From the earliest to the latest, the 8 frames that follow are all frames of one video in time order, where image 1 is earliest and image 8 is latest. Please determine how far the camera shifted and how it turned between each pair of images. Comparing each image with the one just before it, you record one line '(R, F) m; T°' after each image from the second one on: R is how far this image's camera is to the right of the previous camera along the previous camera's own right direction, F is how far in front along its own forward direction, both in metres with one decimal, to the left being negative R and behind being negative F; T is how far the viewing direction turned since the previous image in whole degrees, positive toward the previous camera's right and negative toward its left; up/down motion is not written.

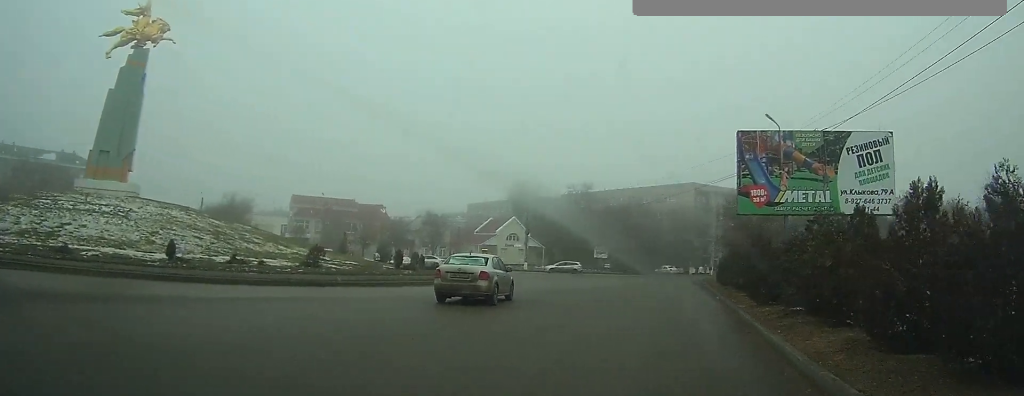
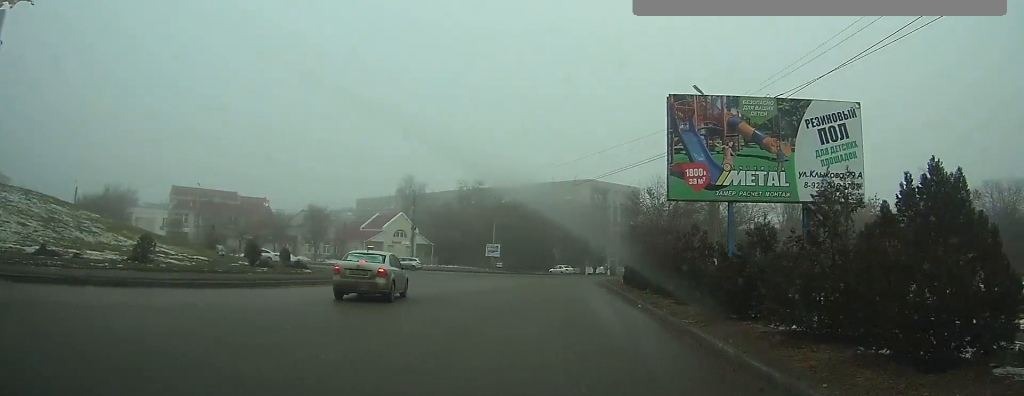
(+0.3, +4.2) m; +7°
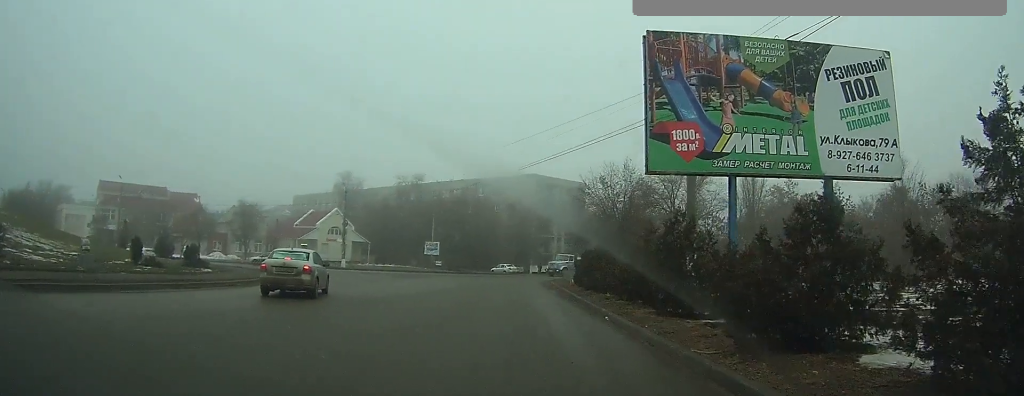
(+0.3, +3.8) m; +4°
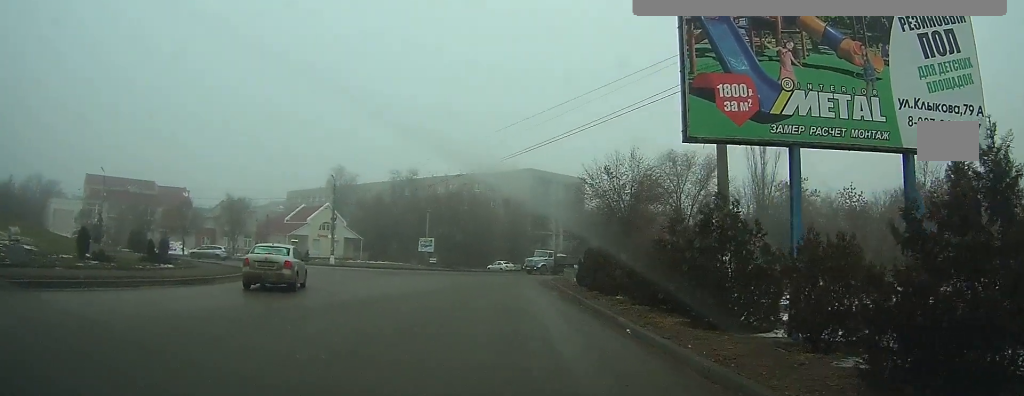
(0.0, +2.4) m; +1°
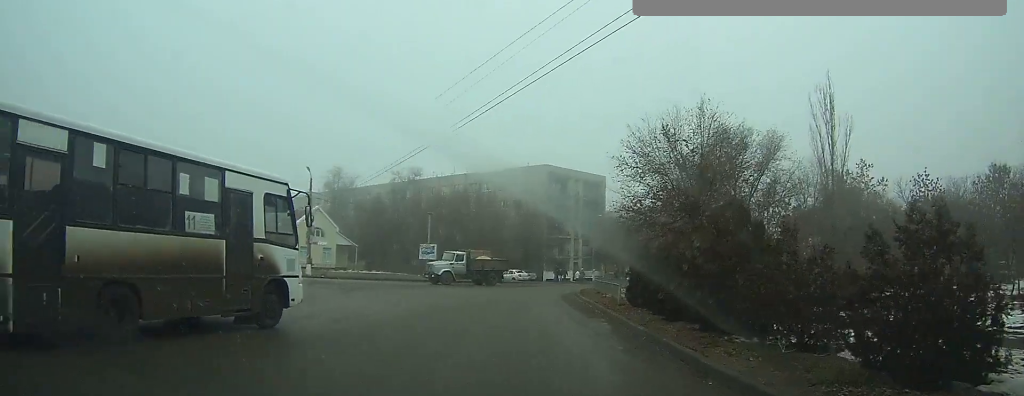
(+0.1, +8.6) m; +2°
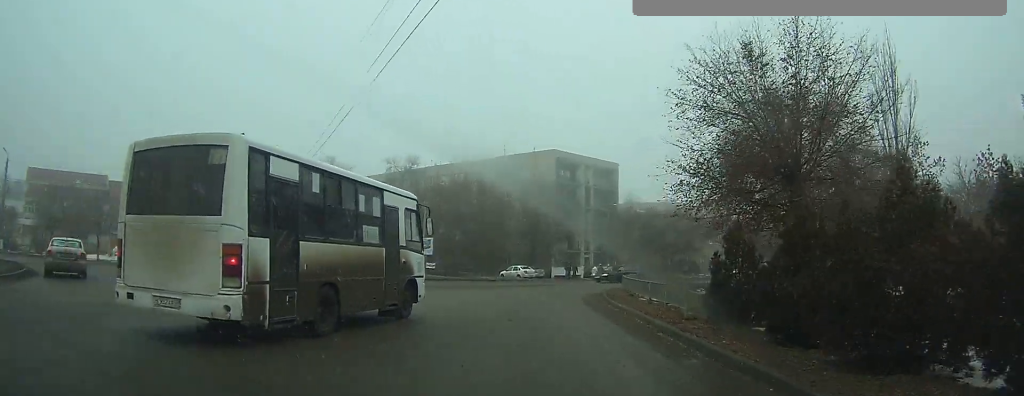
(+0.1, +7.0) m; +1°
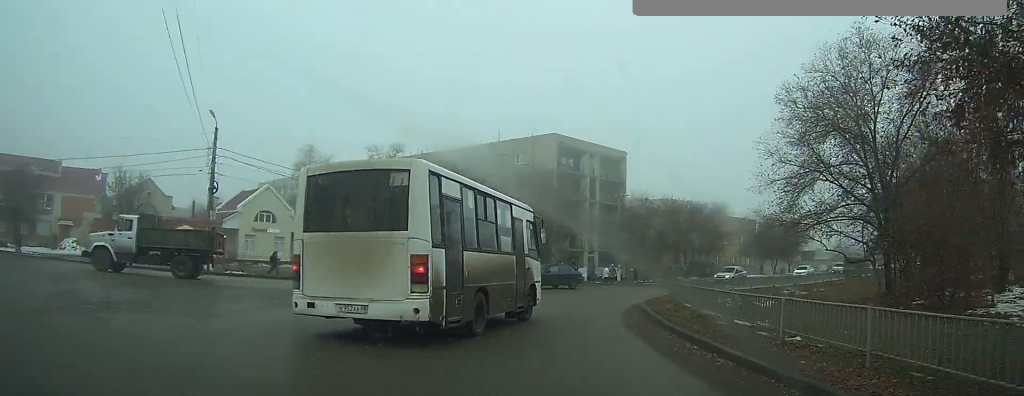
(+0.1, +9.7) m; +1°
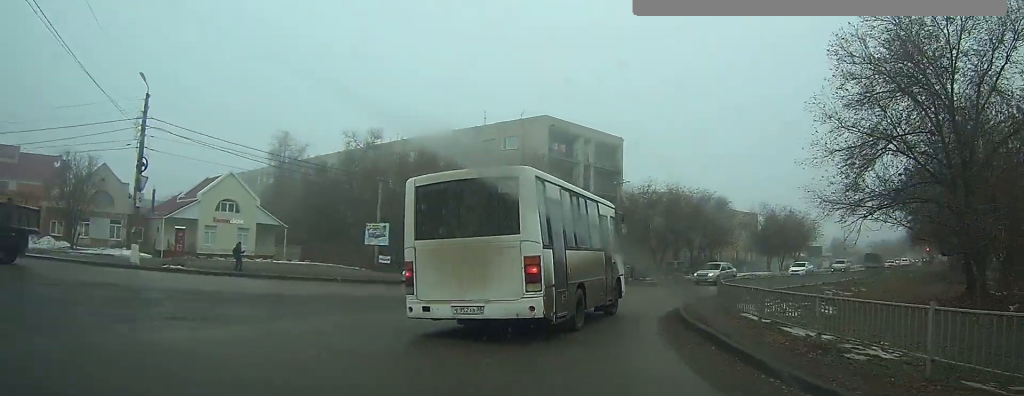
(+0.1, +6.8) m; +1°
